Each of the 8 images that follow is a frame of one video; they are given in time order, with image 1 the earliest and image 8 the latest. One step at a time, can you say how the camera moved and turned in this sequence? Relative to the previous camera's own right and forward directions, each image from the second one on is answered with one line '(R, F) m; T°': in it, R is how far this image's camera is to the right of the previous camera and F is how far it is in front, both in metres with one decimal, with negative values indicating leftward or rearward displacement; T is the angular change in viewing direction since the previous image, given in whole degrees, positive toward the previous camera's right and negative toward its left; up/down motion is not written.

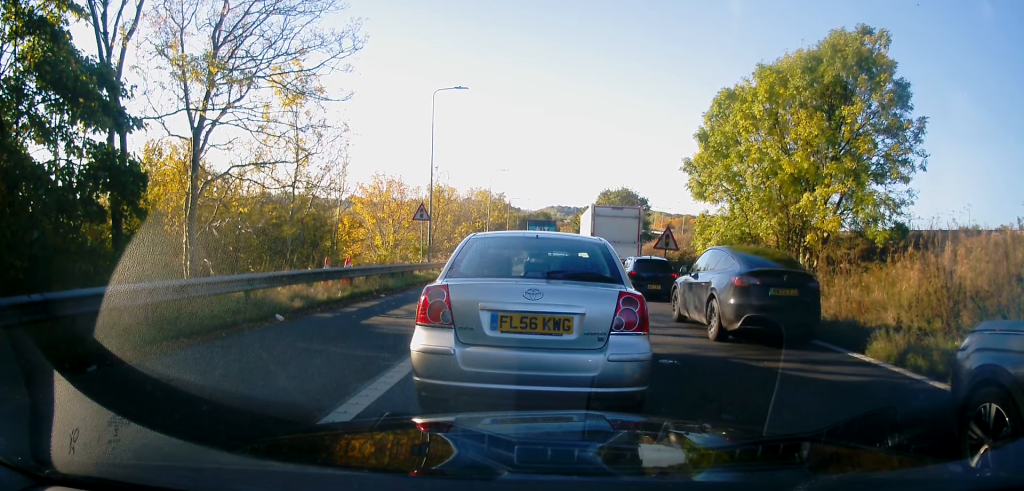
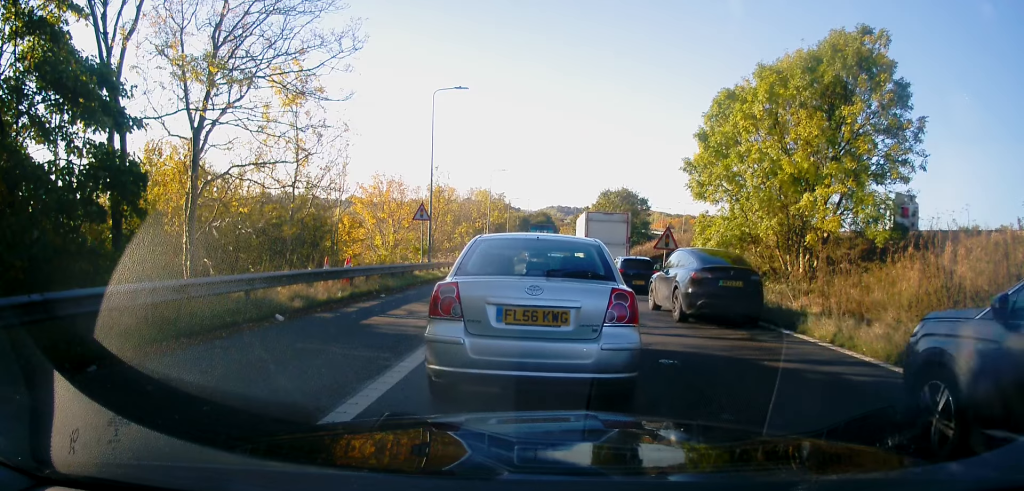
(0.0, +0.2) m; 0°
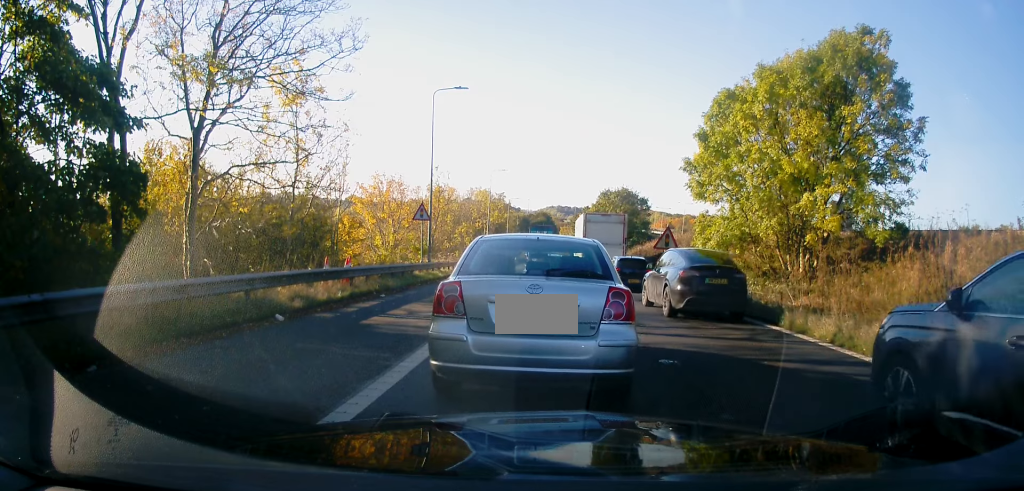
(0.0, 0.0) m; 0°
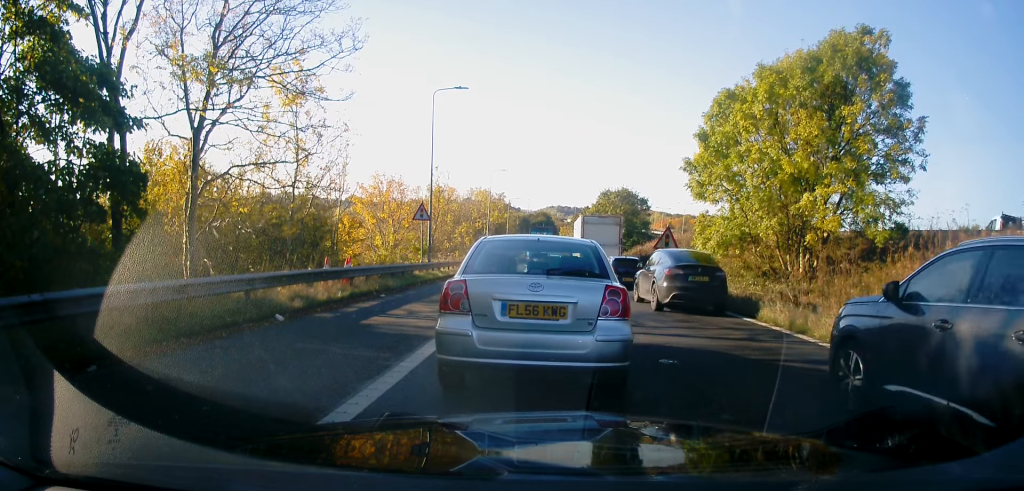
(0.0, 0.0) m; 0°
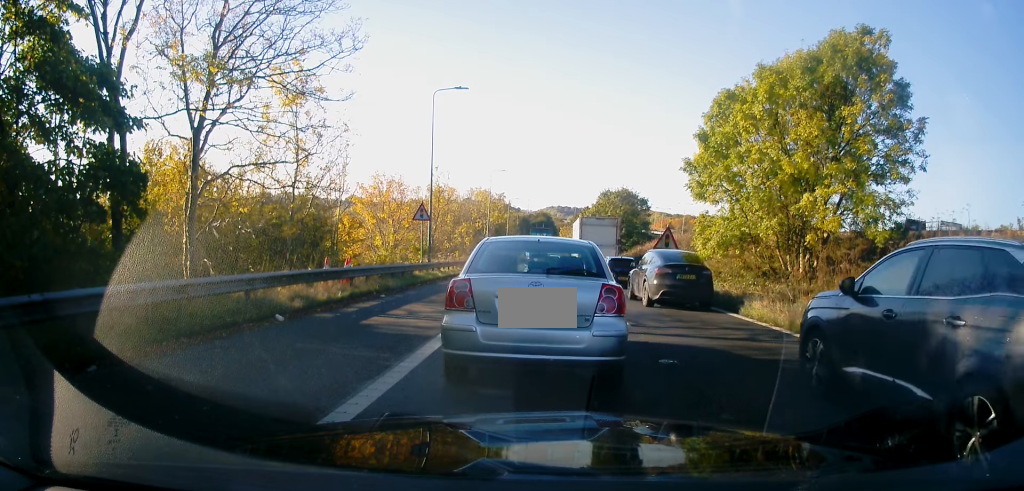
(0.0, 0.0) m; 0°
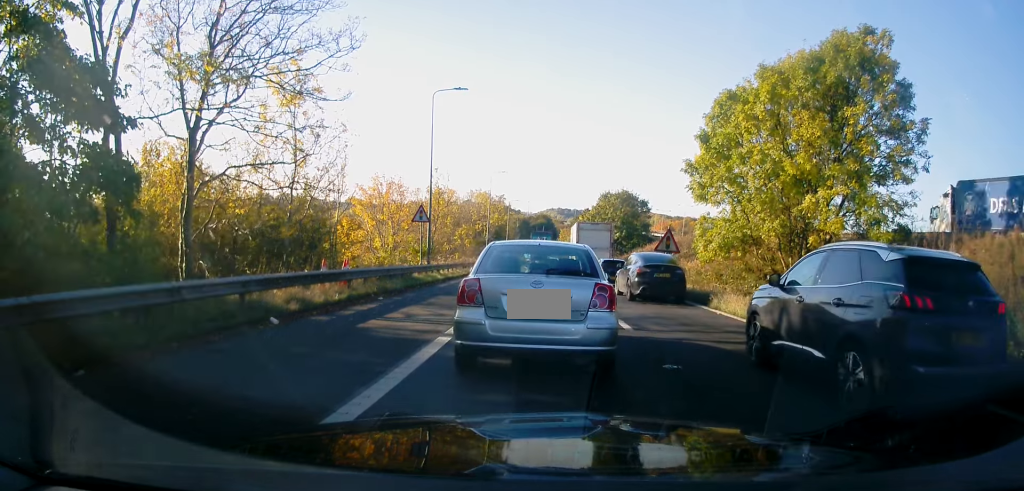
(0.0, +0.5) m; 0°
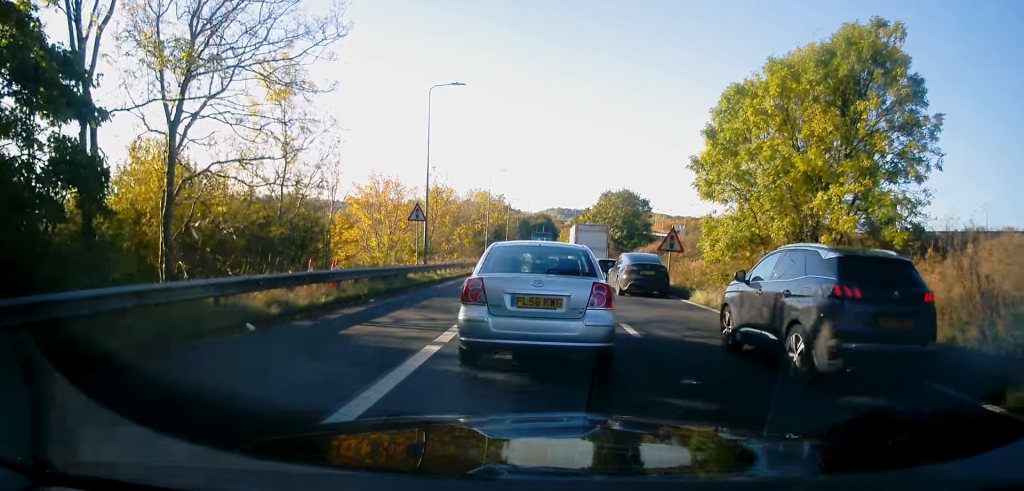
(0.0, +1.1) m; 0°
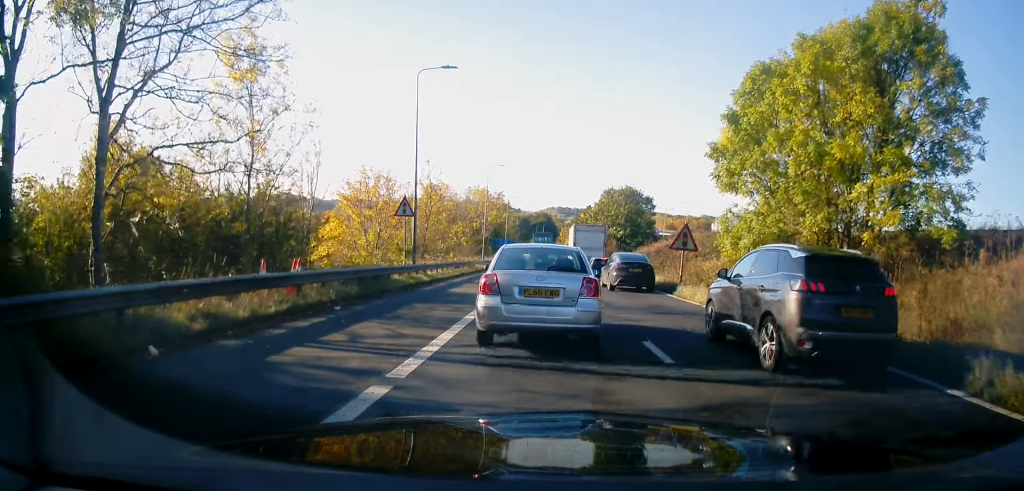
(0.0, +3.4) m; -2°
